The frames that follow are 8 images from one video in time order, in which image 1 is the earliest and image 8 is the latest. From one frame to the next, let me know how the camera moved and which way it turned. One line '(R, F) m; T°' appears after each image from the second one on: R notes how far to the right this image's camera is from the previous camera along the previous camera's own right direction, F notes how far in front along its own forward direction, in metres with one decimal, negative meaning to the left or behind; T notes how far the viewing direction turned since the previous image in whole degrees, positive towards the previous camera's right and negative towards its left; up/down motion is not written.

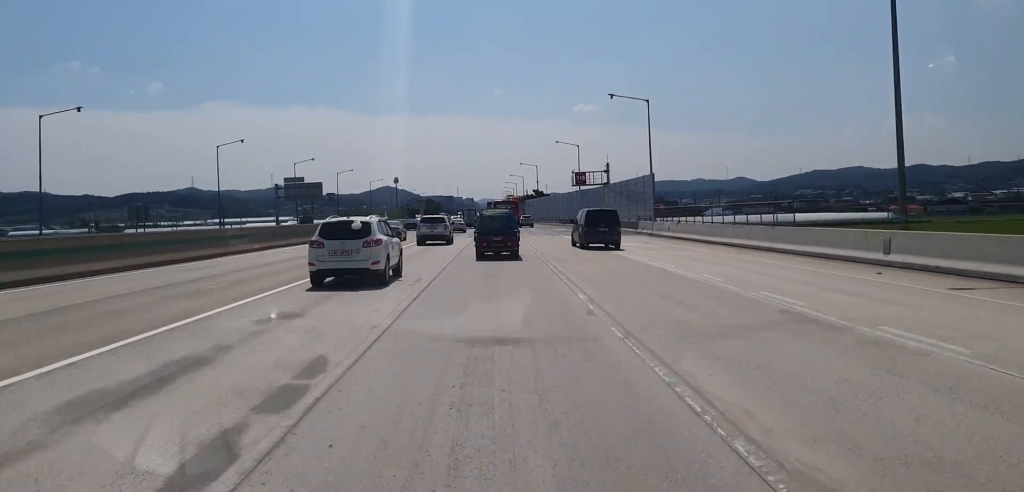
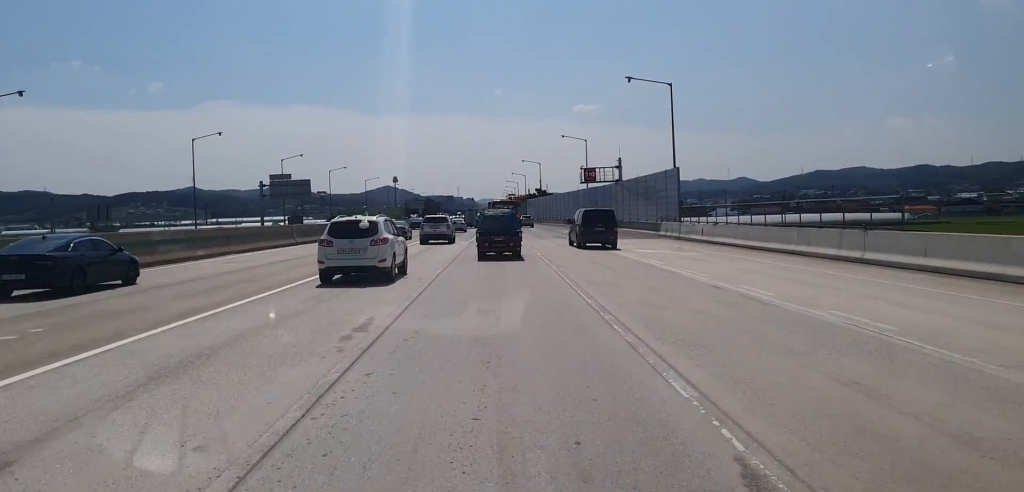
(0.0, +8.5) m; 0°
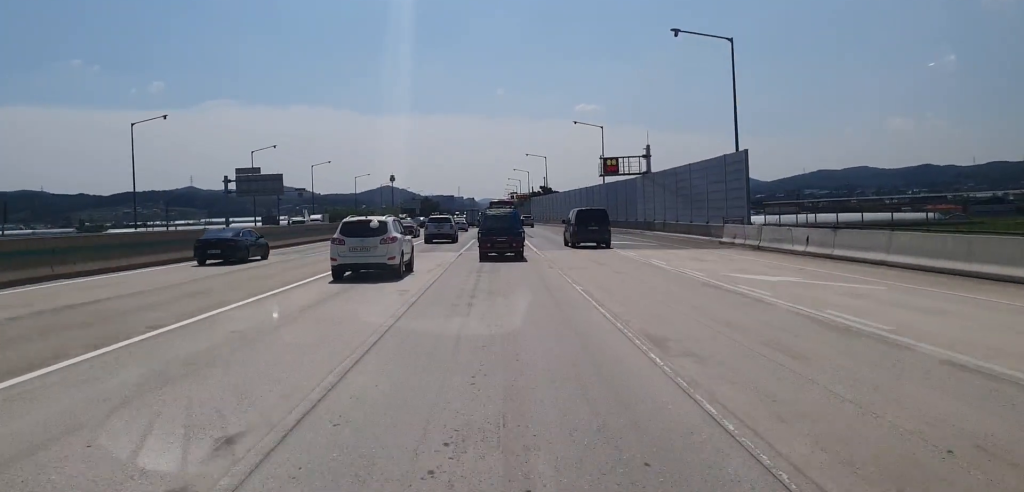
(+0.1, +15.4) m; 0°
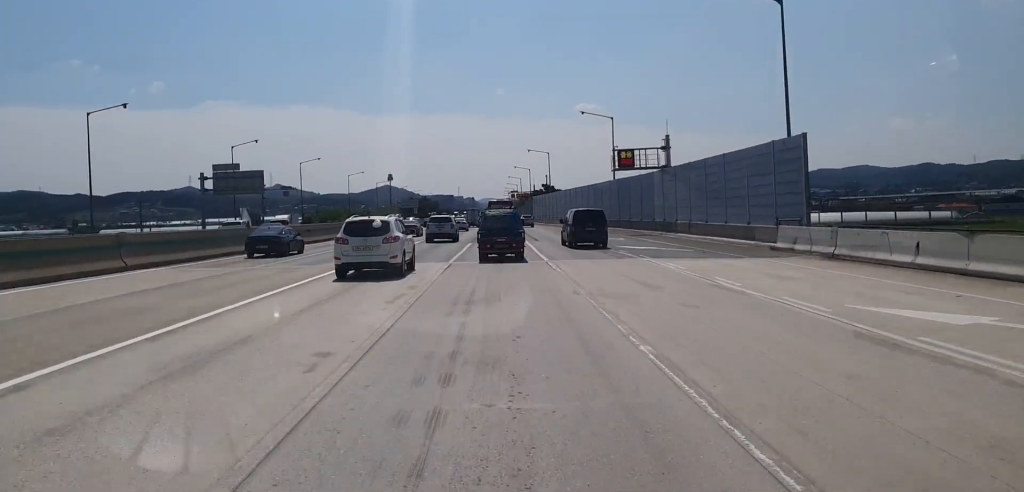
(0.0, +8.2) m; -1°
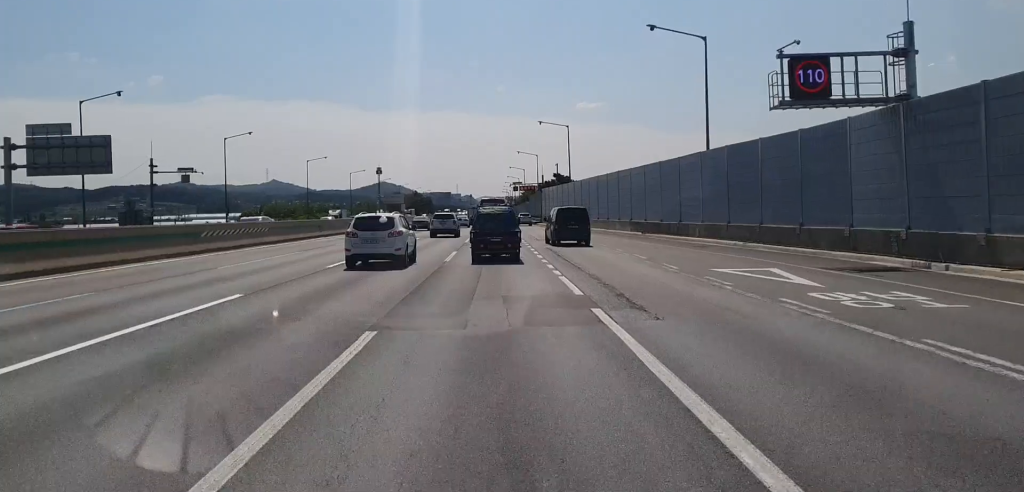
(-0.4, +36.9) m; 0°
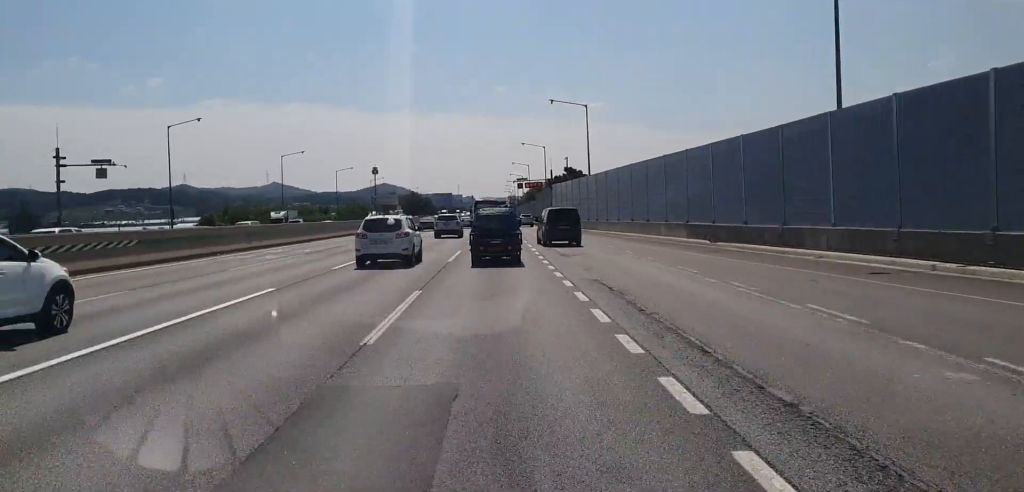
(+0.3, +17.3) m; 0°
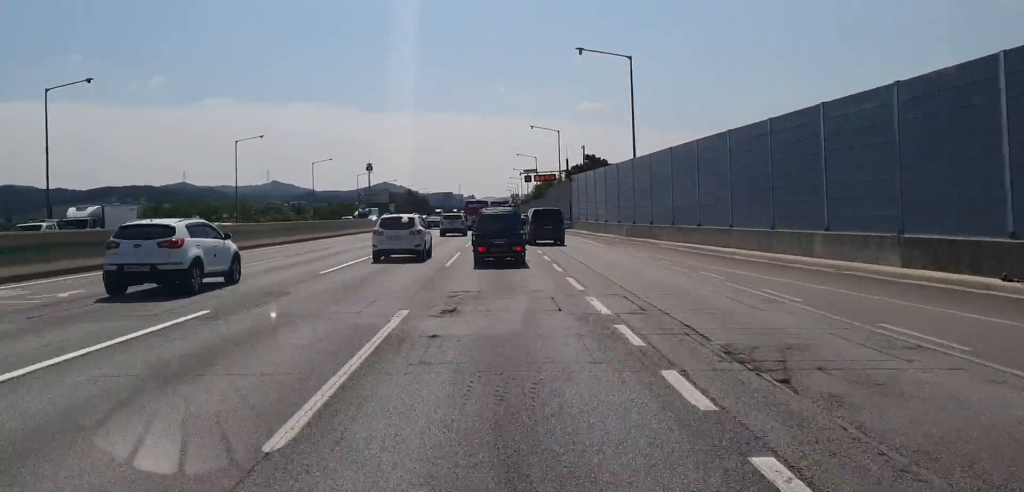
(-0.3, +23.6) m; -1°
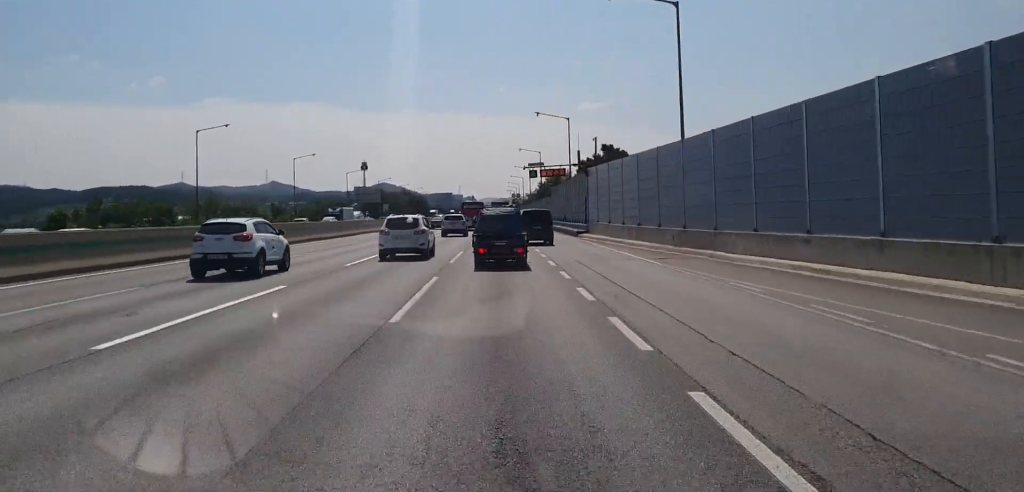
(-0.1, +12.5) m; 0°
